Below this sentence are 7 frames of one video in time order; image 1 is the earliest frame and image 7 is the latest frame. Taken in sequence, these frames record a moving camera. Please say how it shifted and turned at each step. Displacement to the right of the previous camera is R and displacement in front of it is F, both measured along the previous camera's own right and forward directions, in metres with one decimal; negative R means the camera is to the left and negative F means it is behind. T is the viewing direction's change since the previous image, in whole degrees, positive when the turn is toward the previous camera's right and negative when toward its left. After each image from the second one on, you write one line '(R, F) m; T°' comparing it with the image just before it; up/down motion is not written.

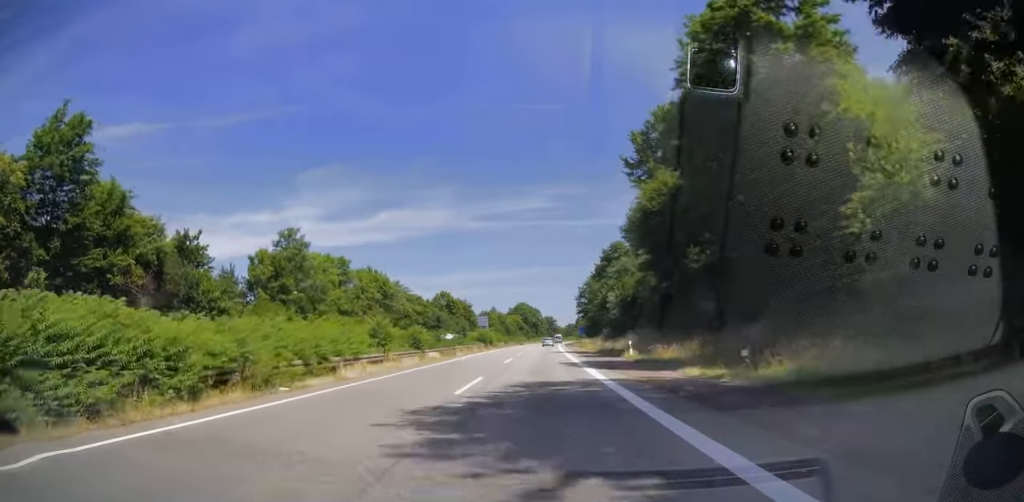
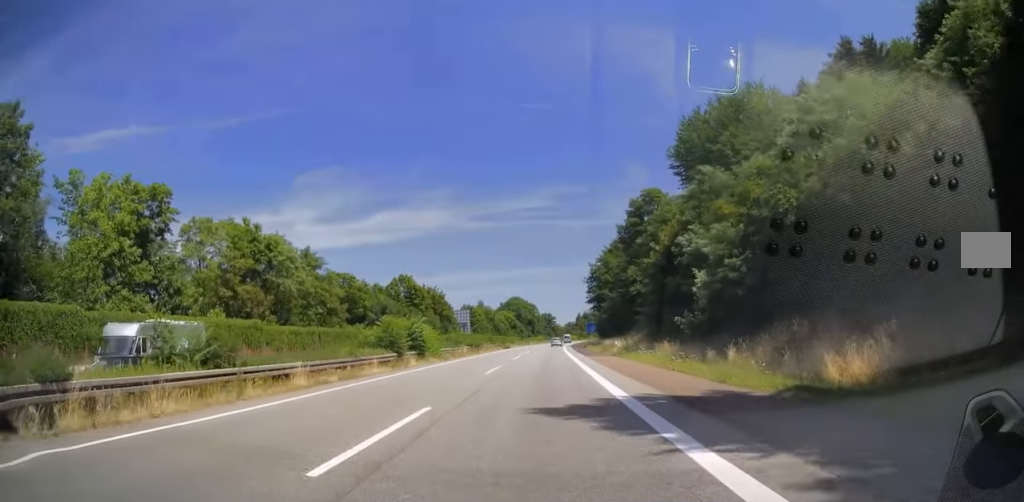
(0.0, +45.0) m; 0°
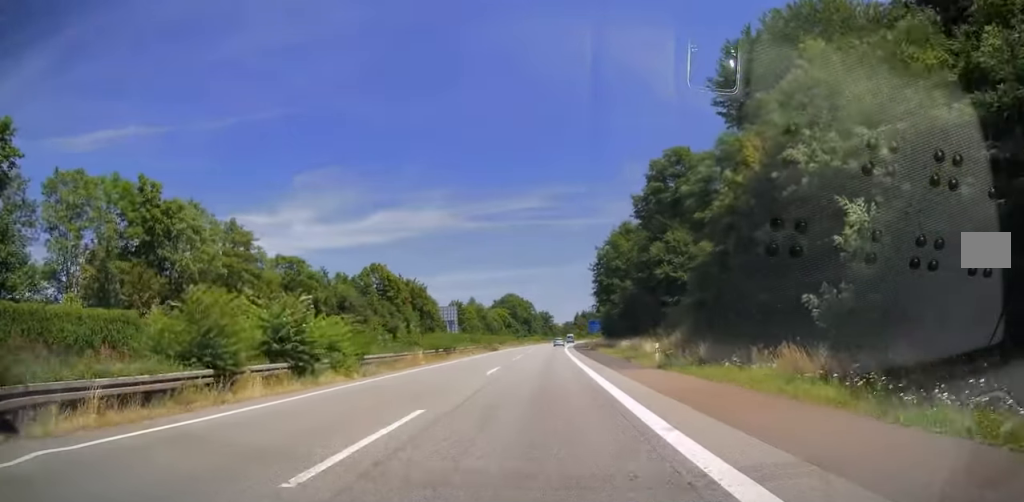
(0.0, +18.3) m; 0°
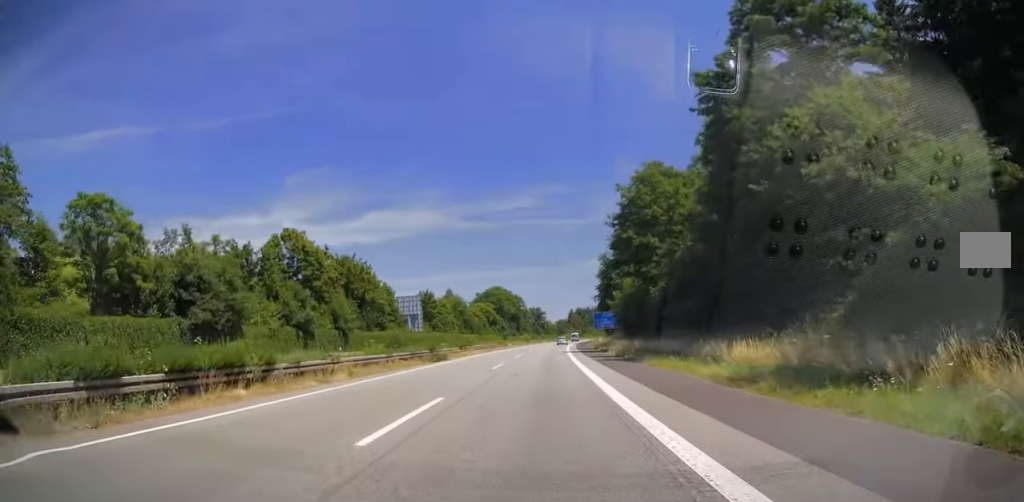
(-0.1, +33.5) m; 0°
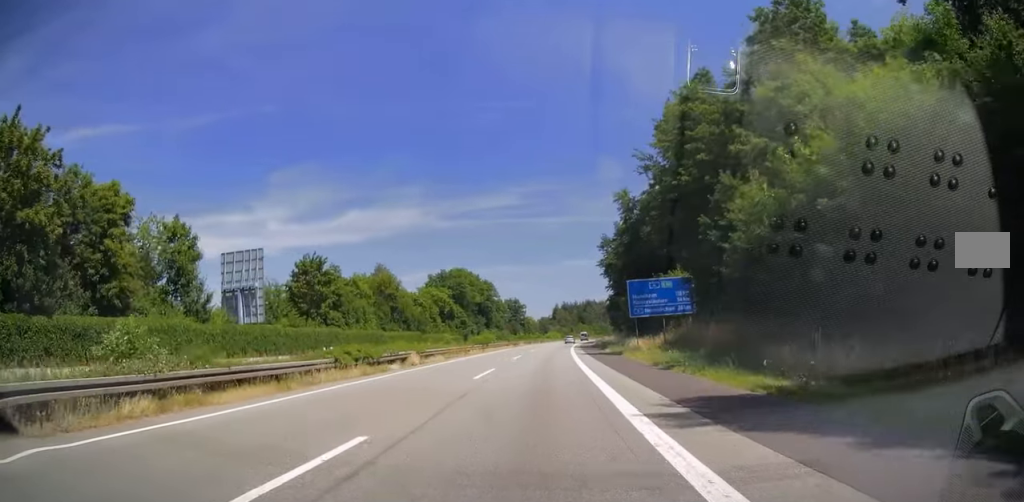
(+1.0, +59.2) m; +2°
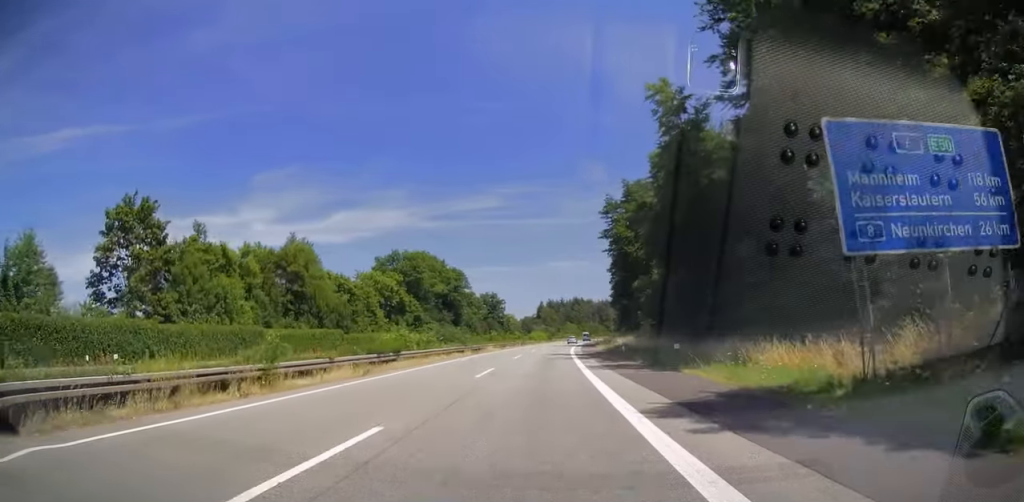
(+0.4, +35.0) m; +1°
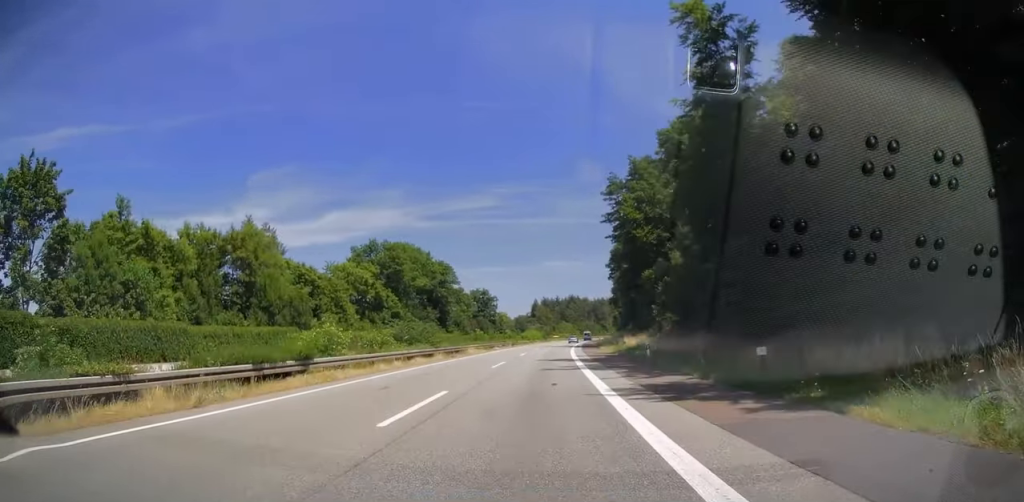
(0.0, +11.8) m; 0°
